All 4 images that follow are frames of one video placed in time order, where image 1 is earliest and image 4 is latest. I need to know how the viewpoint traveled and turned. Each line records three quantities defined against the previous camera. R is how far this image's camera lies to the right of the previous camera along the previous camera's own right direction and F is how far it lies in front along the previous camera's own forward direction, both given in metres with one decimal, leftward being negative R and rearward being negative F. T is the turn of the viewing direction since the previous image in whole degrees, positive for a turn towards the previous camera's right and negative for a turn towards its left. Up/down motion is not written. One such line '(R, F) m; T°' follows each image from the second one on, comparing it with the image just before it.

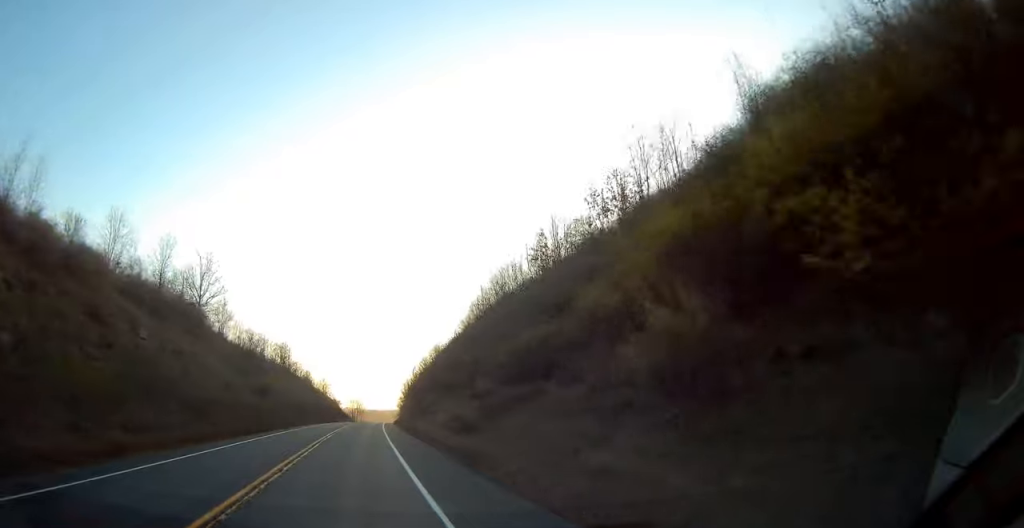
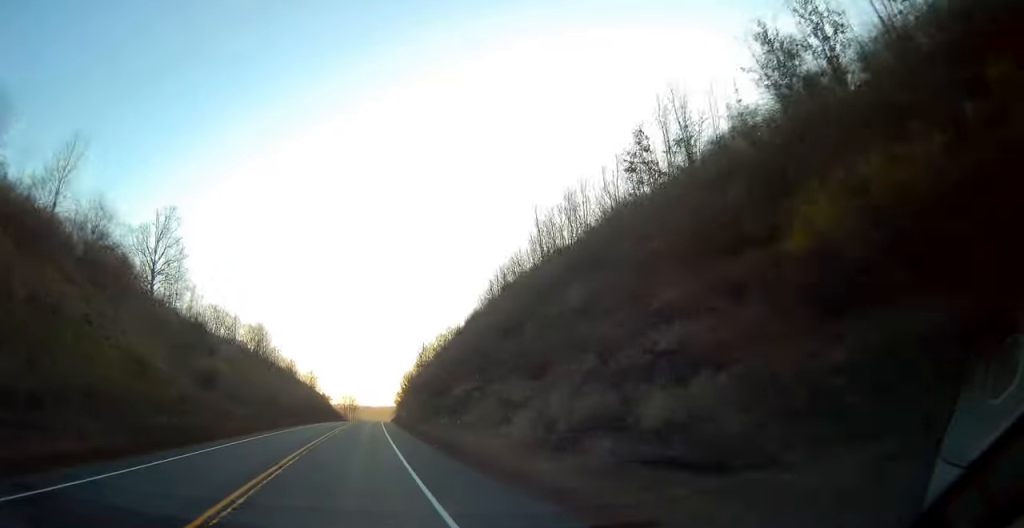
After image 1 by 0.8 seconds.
(+0.2, +19.8) m; +1°
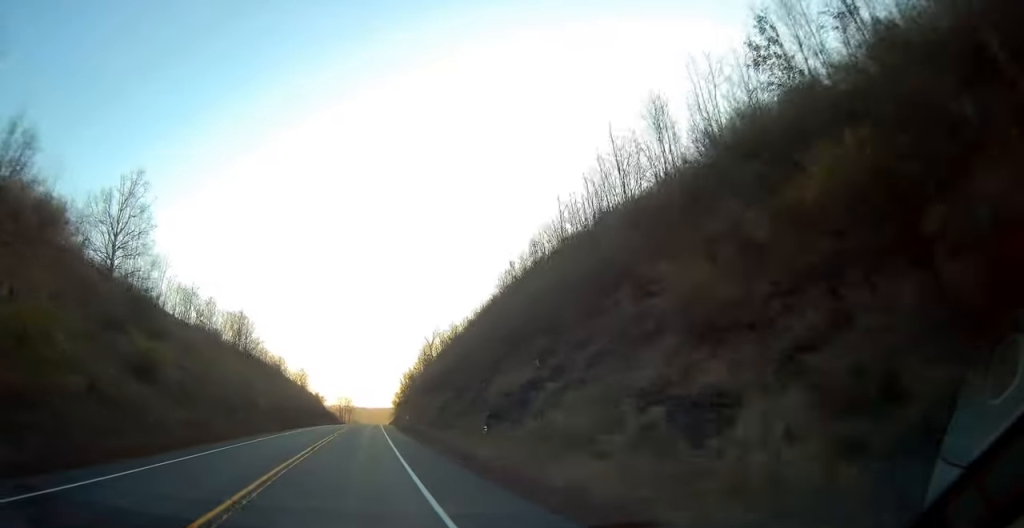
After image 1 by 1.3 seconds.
(+0.2, +12.4) m; 0°
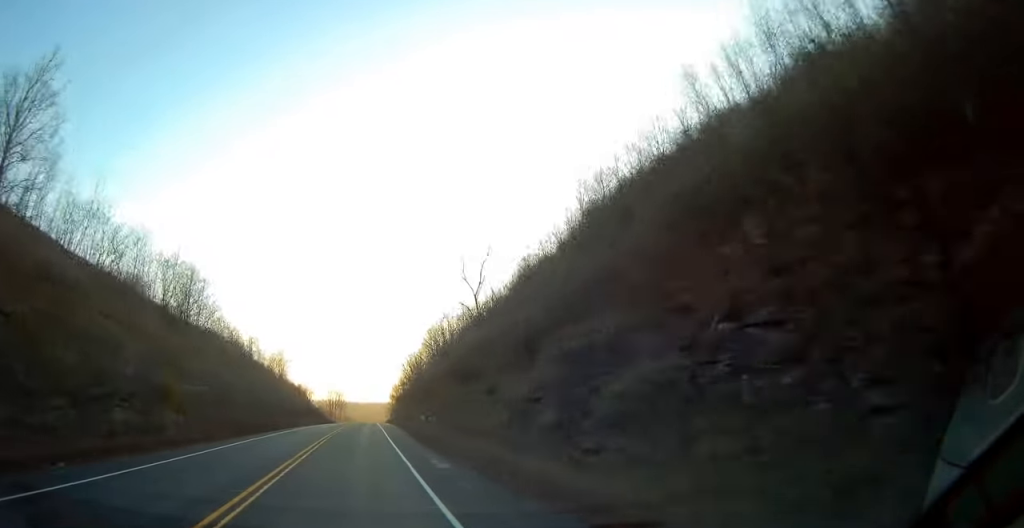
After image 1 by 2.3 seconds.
(-0.1, +23.9) m; 0°
